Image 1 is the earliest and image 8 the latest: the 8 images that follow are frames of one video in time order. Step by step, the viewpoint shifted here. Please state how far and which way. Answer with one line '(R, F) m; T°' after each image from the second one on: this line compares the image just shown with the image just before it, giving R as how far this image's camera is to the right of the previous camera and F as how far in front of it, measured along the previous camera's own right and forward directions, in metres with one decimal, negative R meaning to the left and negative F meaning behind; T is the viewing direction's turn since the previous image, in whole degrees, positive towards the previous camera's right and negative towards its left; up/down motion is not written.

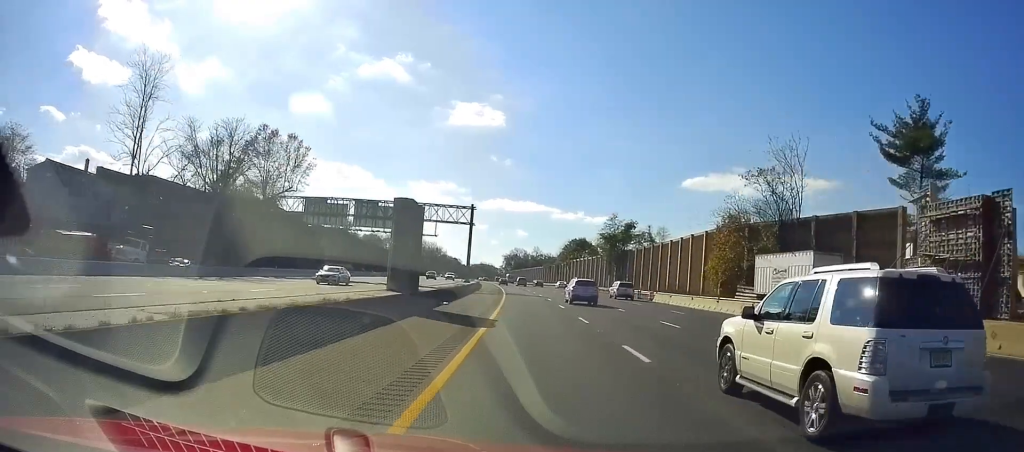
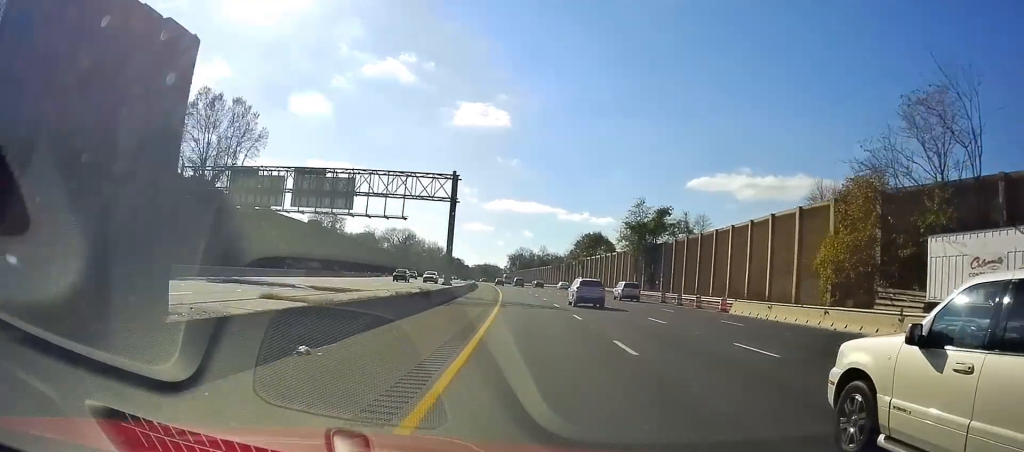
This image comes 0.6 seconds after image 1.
(-0.2, +21.7) m; -1°
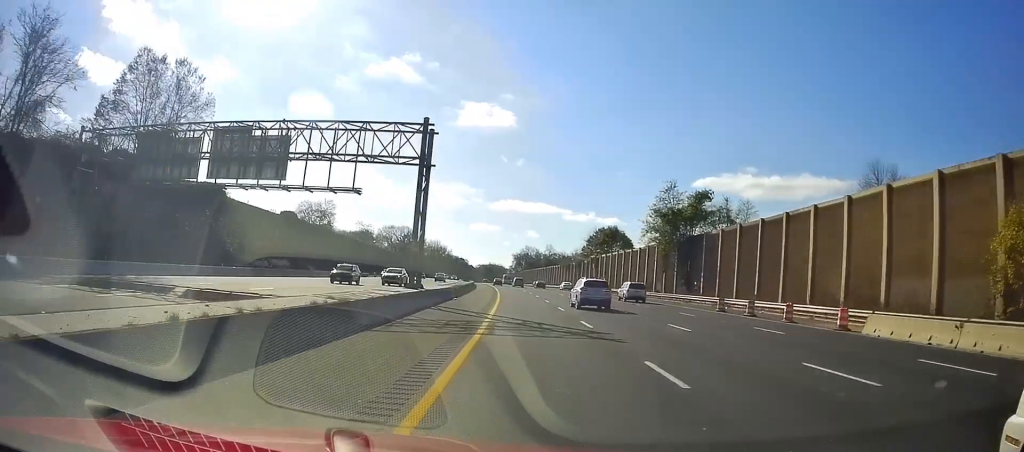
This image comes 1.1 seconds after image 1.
(+0.3, +16.0) m; 0°
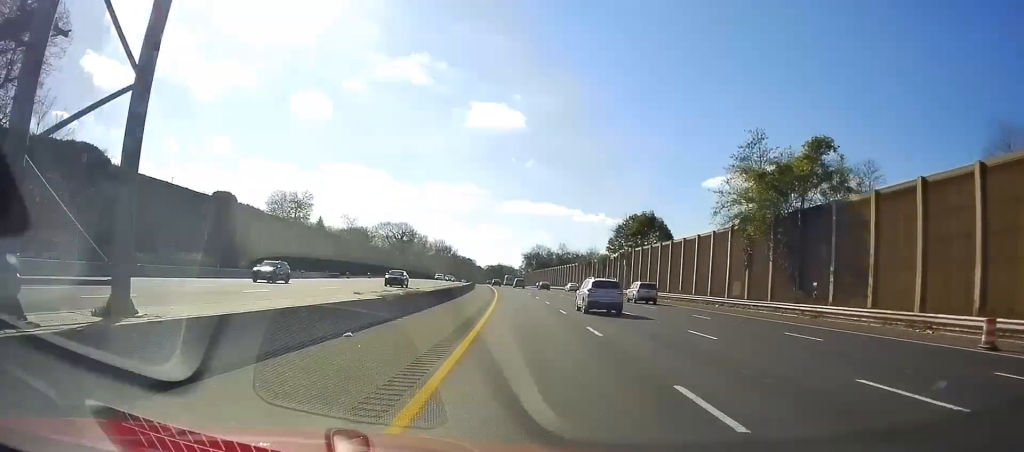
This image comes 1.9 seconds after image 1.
(-0.5, +26.2) m; -1°
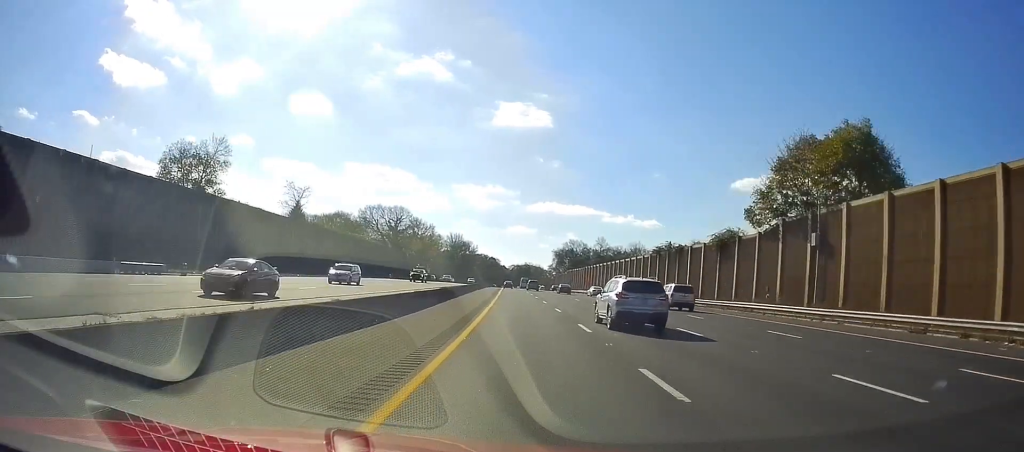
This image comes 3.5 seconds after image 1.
(-0.8, +56.5) m; -1°
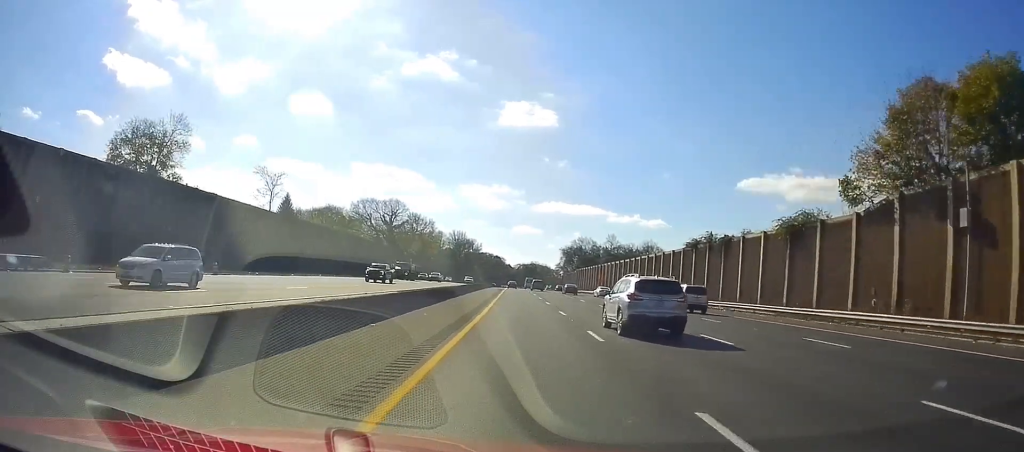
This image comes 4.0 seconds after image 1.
(+0.3, +14.5) m; -1°
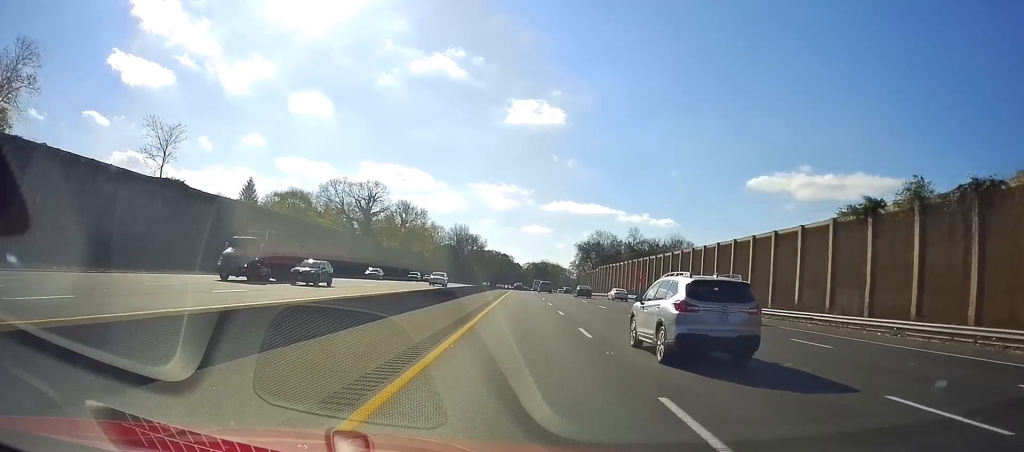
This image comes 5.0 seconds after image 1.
(-0.8, +33.5) m; -2°
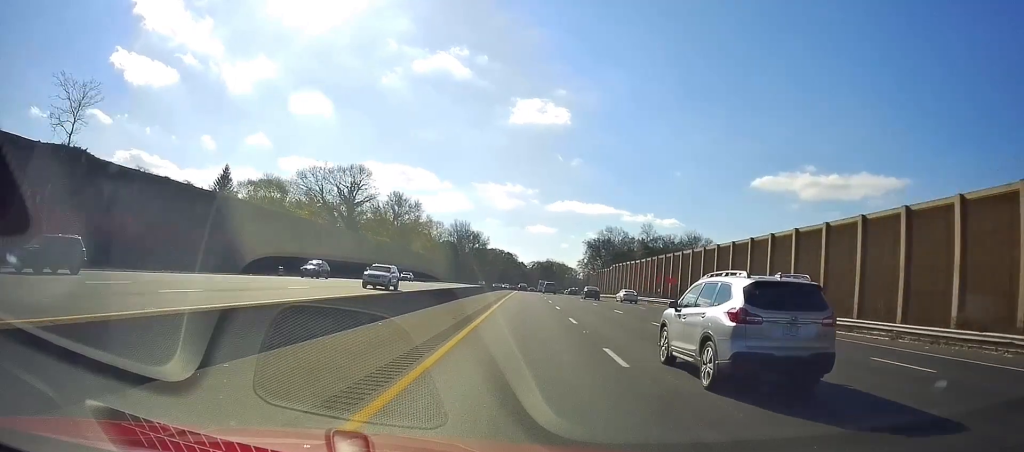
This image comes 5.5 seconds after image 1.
(-0.2, +16.8) m; -1°
